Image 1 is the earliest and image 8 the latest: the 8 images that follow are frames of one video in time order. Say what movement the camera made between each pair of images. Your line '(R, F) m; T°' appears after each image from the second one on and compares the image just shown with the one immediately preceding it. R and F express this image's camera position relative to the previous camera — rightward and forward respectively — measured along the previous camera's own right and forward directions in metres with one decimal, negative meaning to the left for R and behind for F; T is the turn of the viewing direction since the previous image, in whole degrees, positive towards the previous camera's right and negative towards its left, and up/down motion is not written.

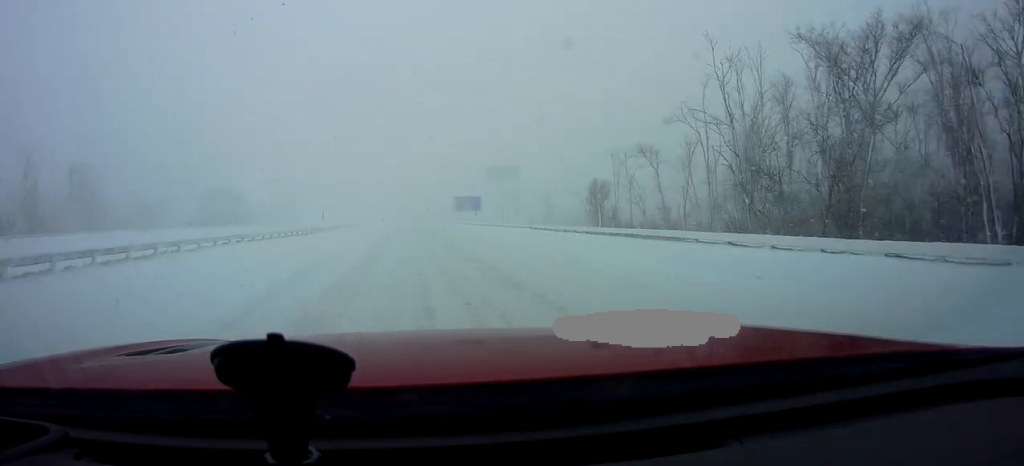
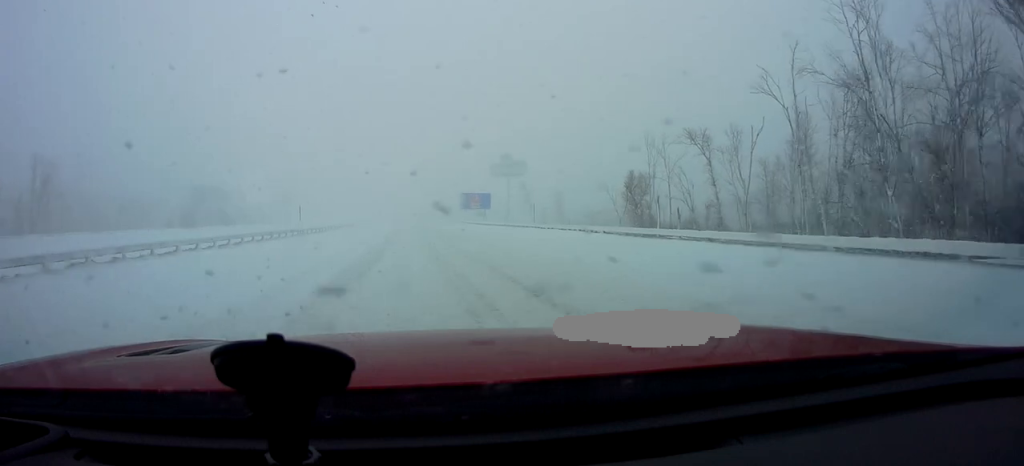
(+0.5, +11.2) m; 0°
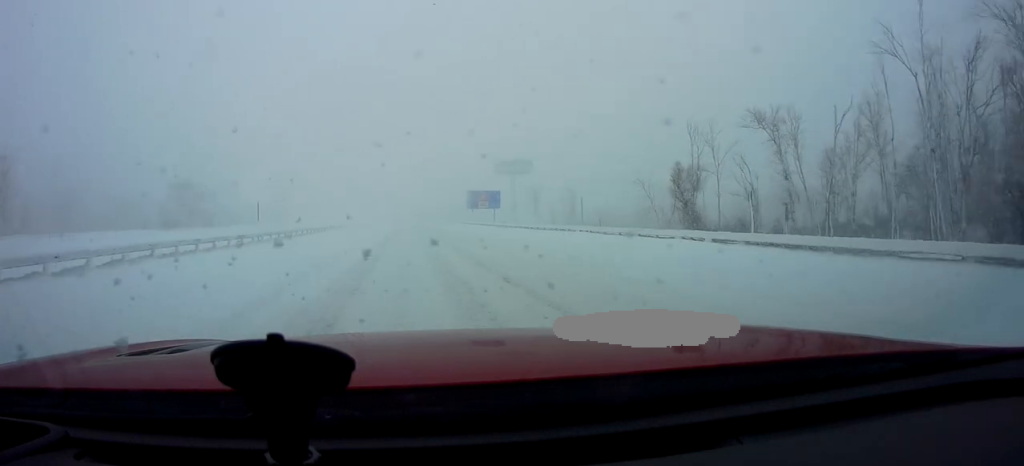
(-0.5, +10.9) m; -2°
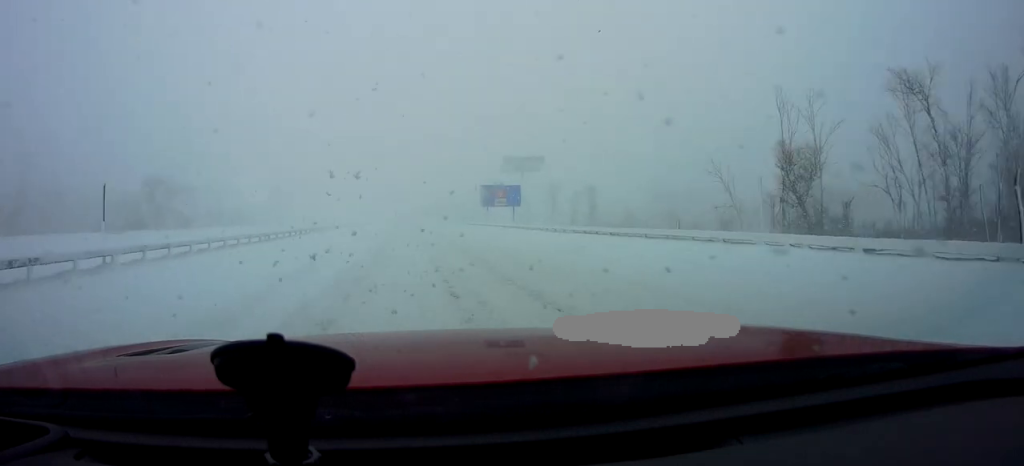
(-0.3, +15.1) m; -1°
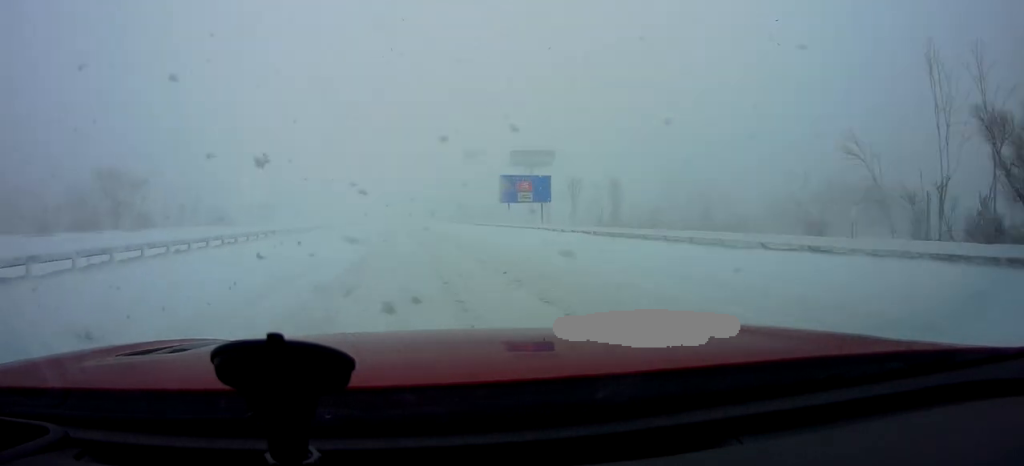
(+0.1, +16.1) m; 0°
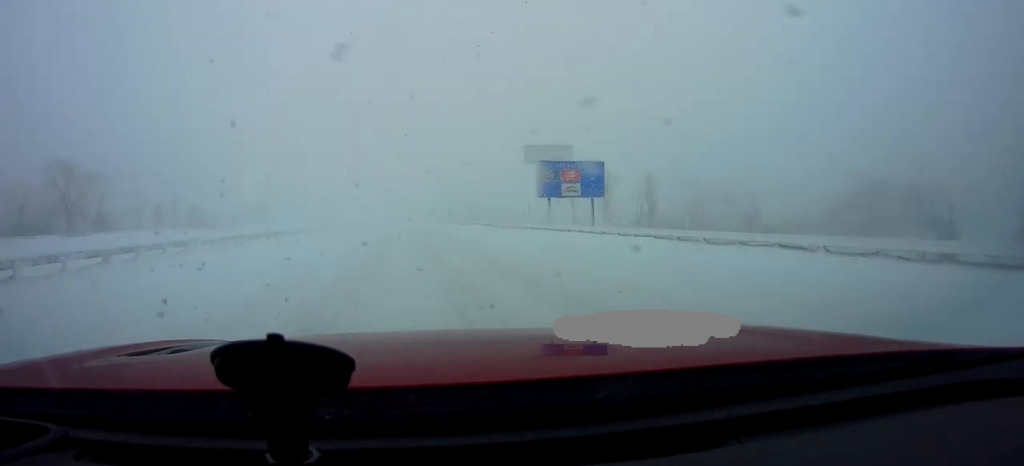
(-0.1, +15.1) m; 0°
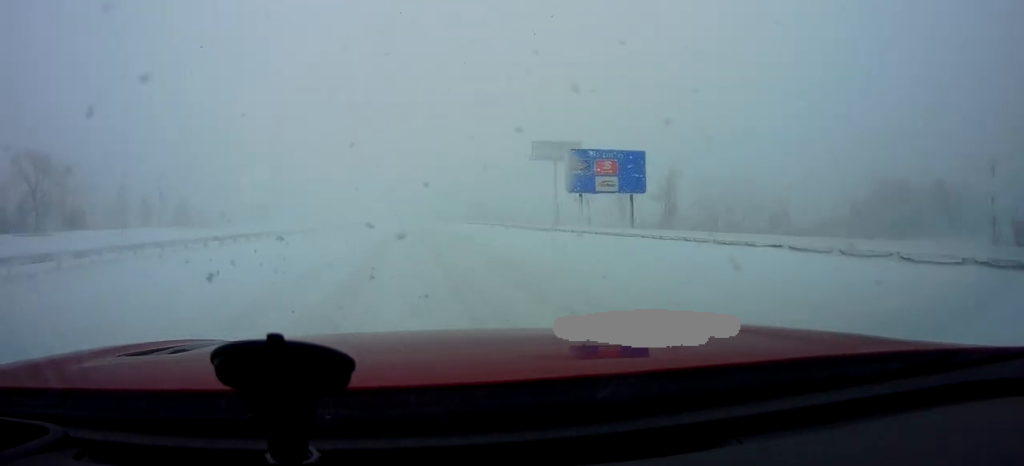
(0.0, +7.6) m; 0°
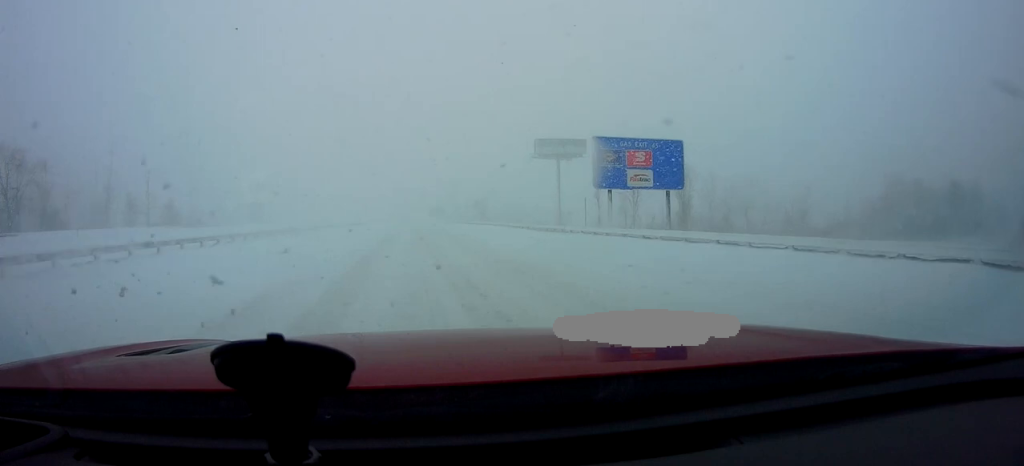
(0.0, +5.7) m; 0°
